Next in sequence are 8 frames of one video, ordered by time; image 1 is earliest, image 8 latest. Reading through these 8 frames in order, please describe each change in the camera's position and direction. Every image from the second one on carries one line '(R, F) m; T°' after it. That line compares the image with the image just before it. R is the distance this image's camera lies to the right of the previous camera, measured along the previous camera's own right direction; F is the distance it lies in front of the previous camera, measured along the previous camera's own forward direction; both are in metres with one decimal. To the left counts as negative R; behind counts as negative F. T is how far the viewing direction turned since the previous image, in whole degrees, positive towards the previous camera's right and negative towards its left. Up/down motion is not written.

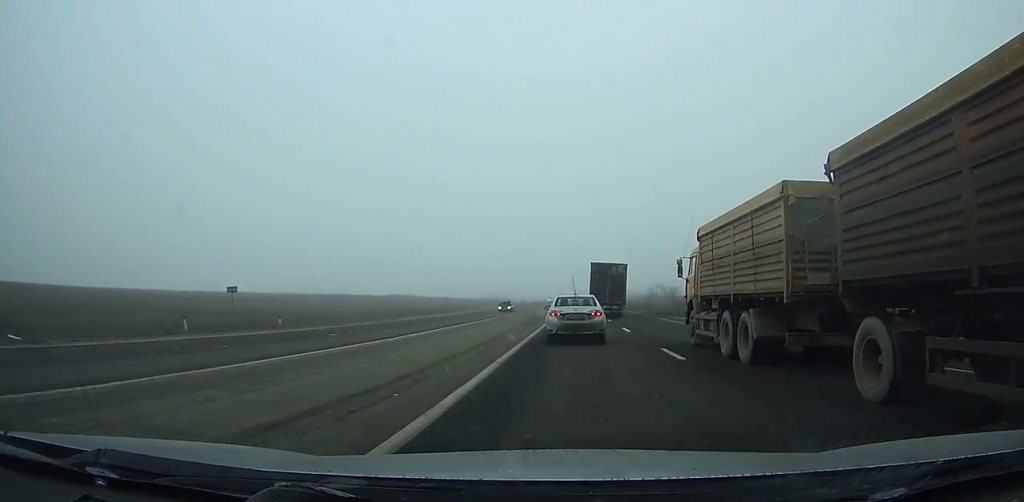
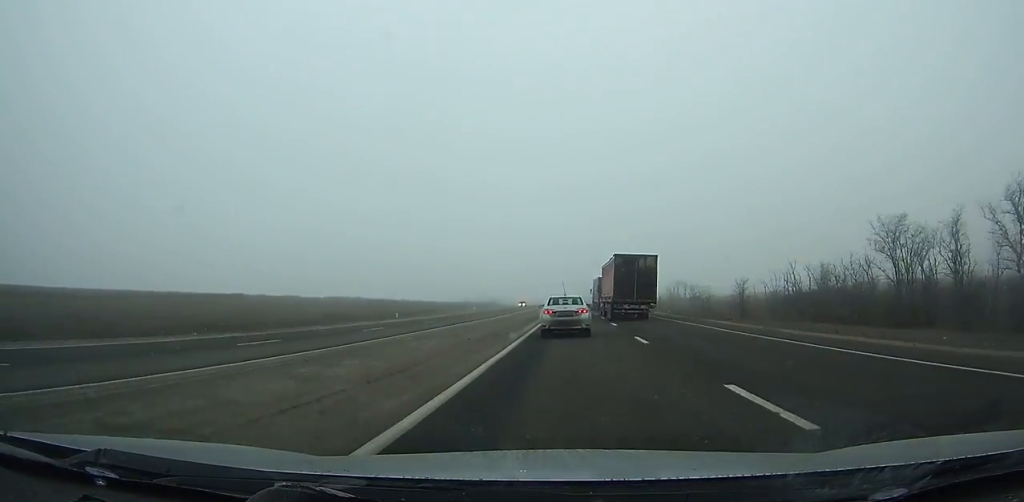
(+0.2, +57.3) m; 0°
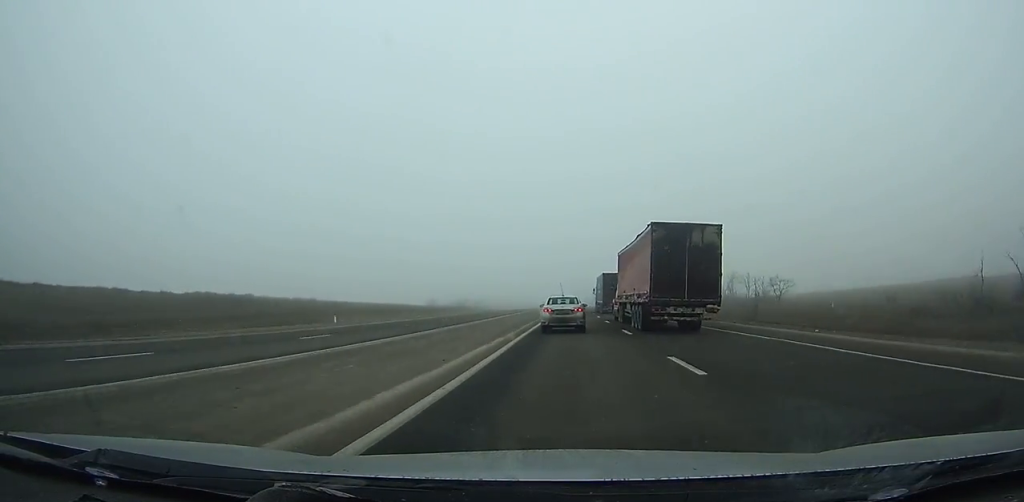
(+0.1, +67.7) m; 0°
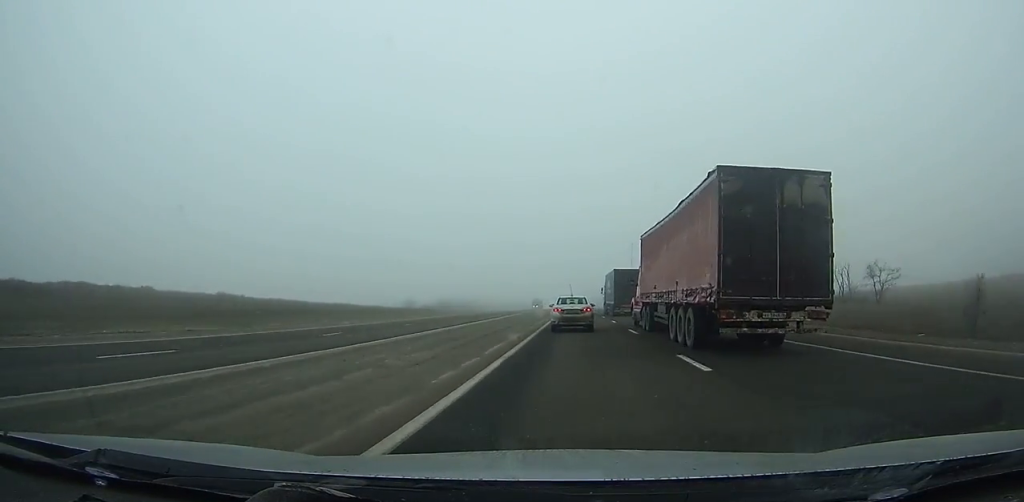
(-0.1, +35.4) m; 0°
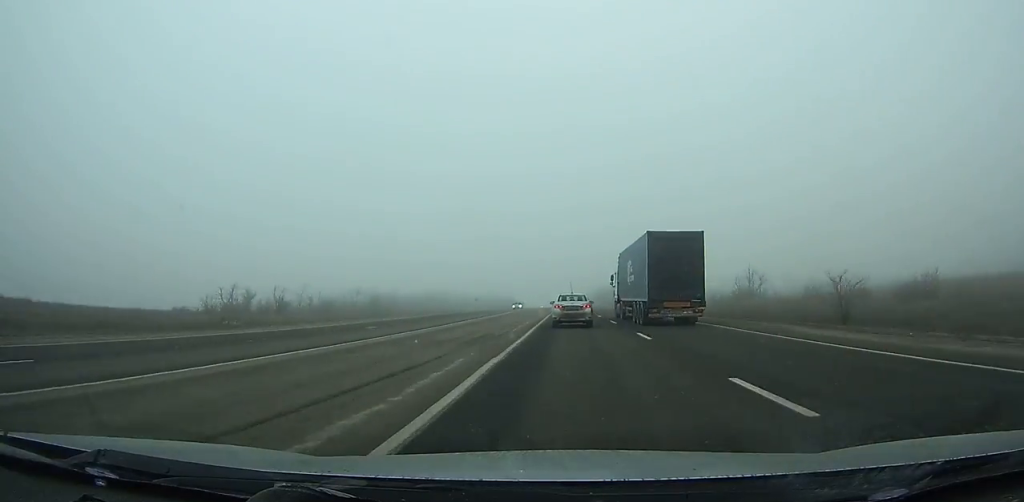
(-0.1, +99.1) m; 0°
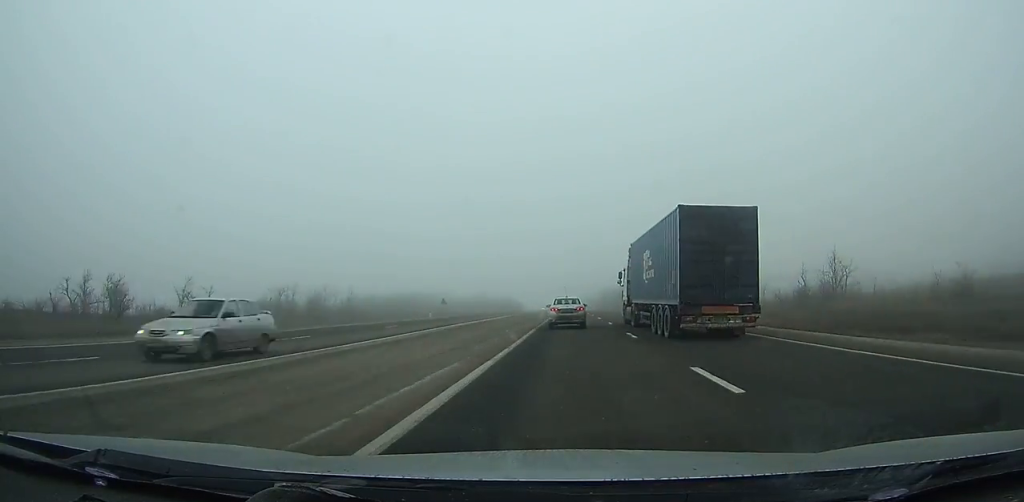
(0.0, +34.9) m; 0°
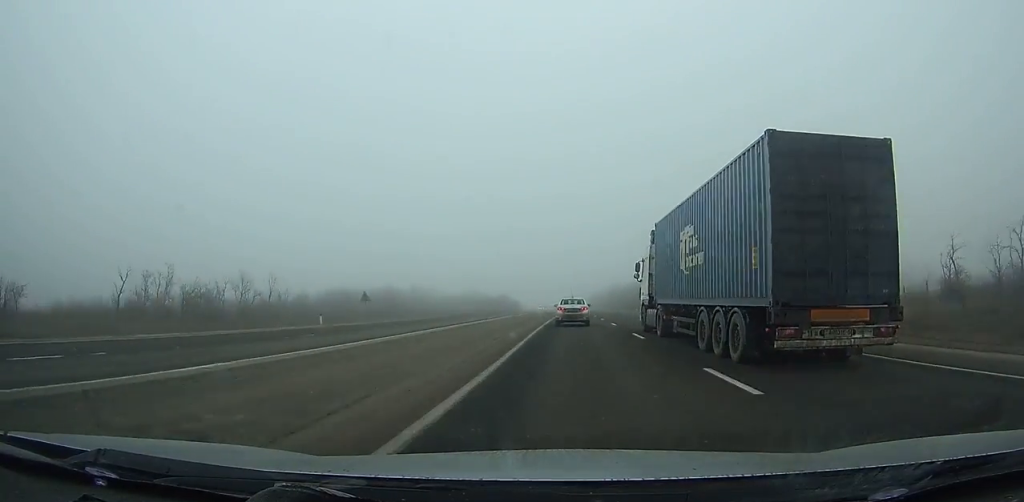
(-0.1, +37.6) m; 0°
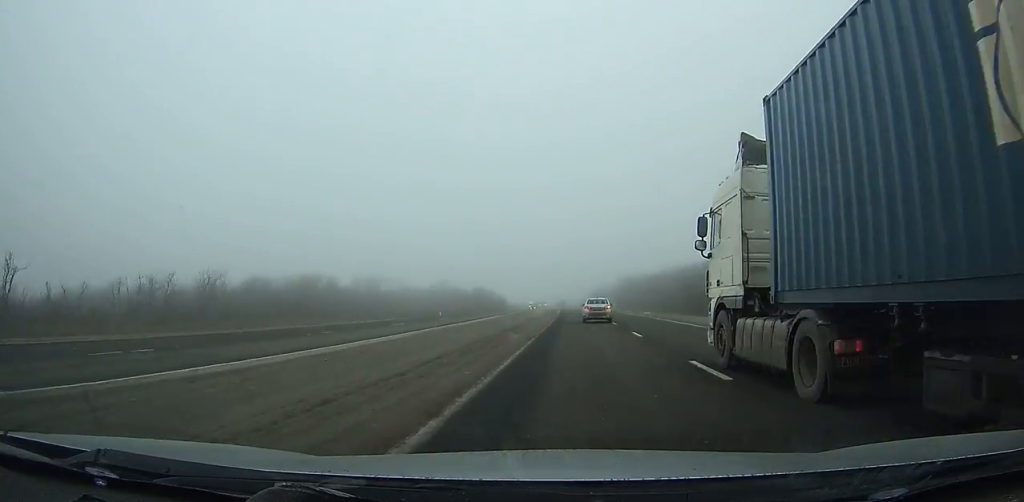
(-0.1, +59.5) m; 0°
